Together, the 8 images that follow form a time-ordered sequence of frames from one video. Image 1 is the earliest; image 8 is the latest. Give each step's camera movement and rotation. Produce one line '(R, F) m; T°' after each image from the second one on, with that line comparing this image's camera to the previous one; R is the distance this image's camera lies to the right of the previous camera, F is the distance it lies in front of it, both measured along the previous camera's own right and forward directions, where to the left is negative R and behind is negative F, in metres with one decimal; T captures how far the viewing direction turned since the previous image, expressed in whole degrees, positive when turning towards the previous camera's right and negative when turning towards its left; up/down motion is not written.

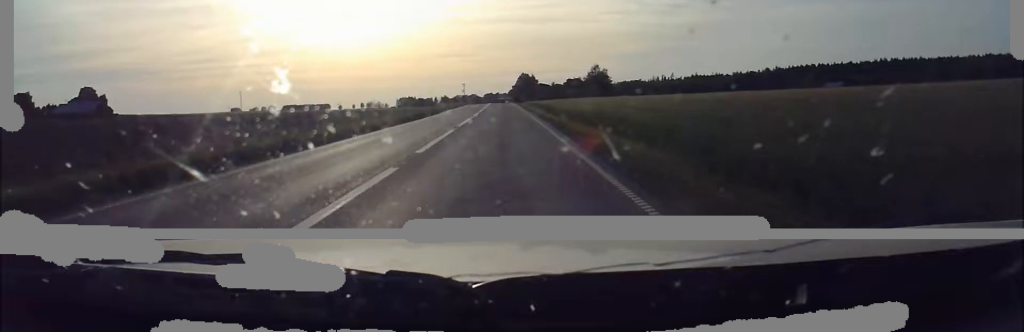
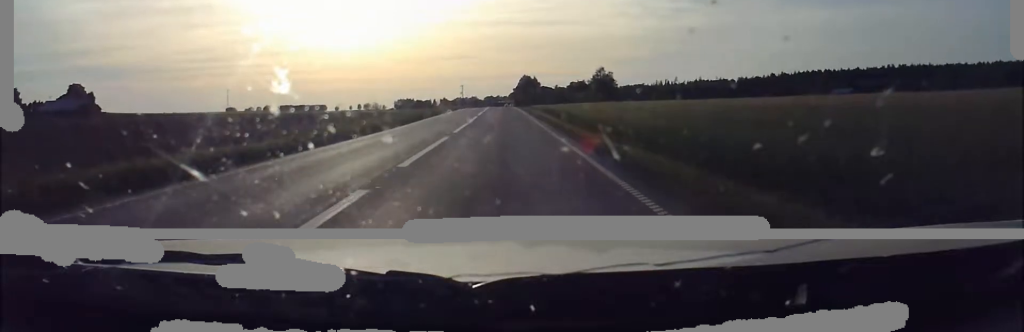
(0.0, +15.8) m; 0°
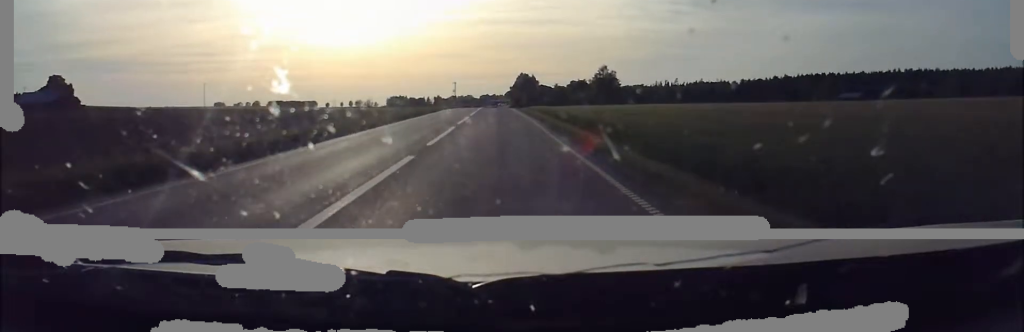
(0.0, +20.4) m; 0°
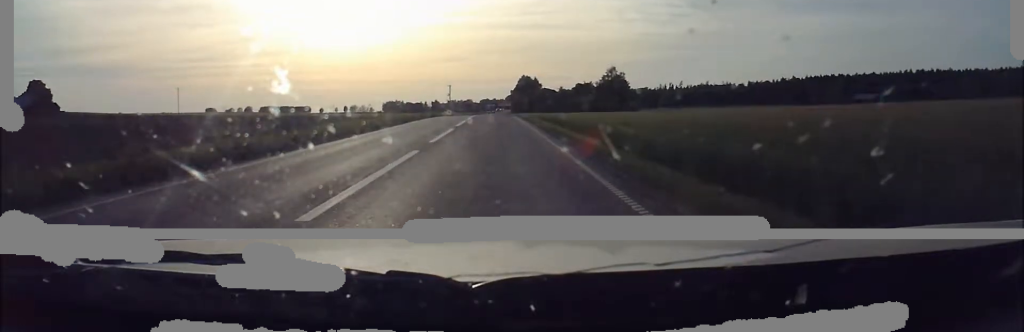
(-0.3, +23.1) m; 0°
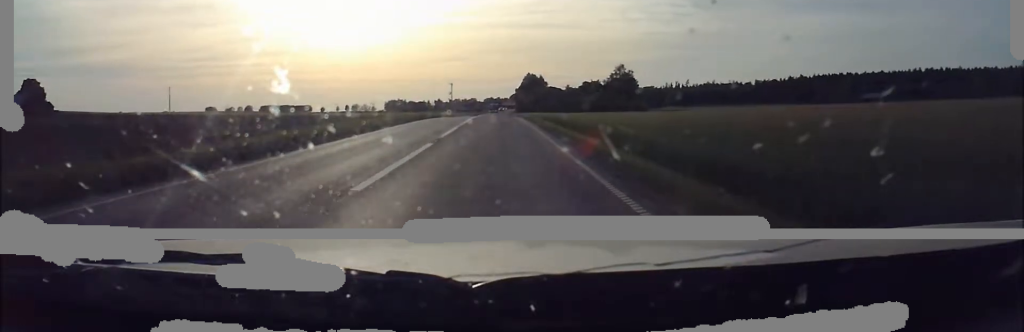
(+0.2, +10.2) m; 0°
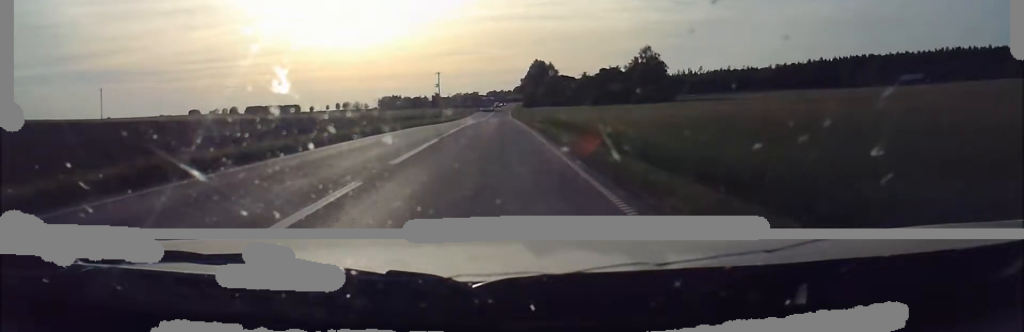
(+0.1, +45.2) m; 0°
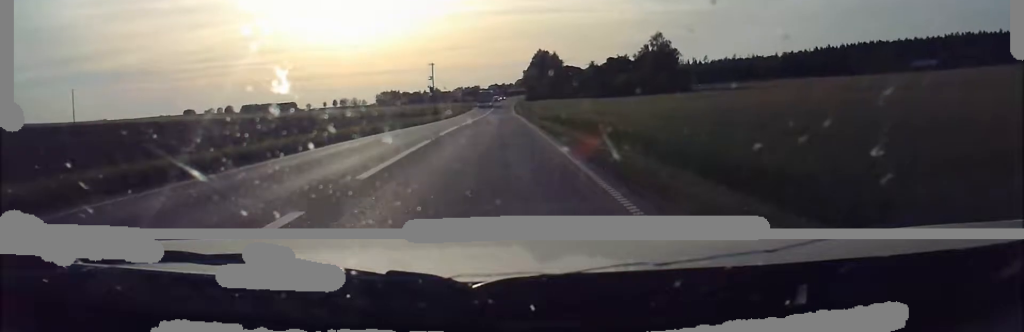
(+0.1, +15.0) m; 0°
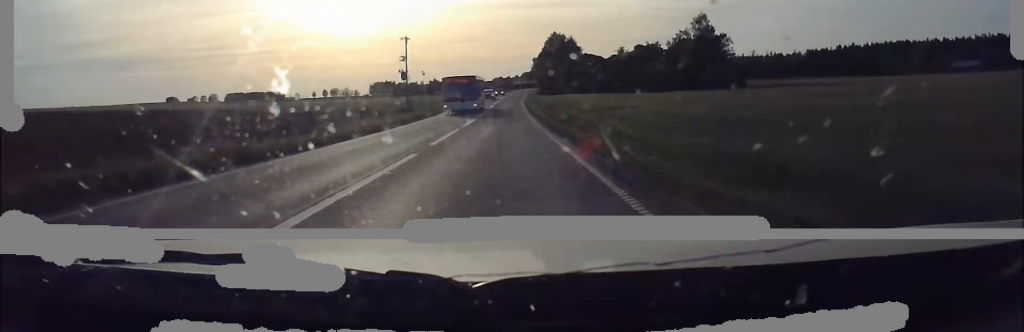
(-0.2, +40.1) m; 0°
